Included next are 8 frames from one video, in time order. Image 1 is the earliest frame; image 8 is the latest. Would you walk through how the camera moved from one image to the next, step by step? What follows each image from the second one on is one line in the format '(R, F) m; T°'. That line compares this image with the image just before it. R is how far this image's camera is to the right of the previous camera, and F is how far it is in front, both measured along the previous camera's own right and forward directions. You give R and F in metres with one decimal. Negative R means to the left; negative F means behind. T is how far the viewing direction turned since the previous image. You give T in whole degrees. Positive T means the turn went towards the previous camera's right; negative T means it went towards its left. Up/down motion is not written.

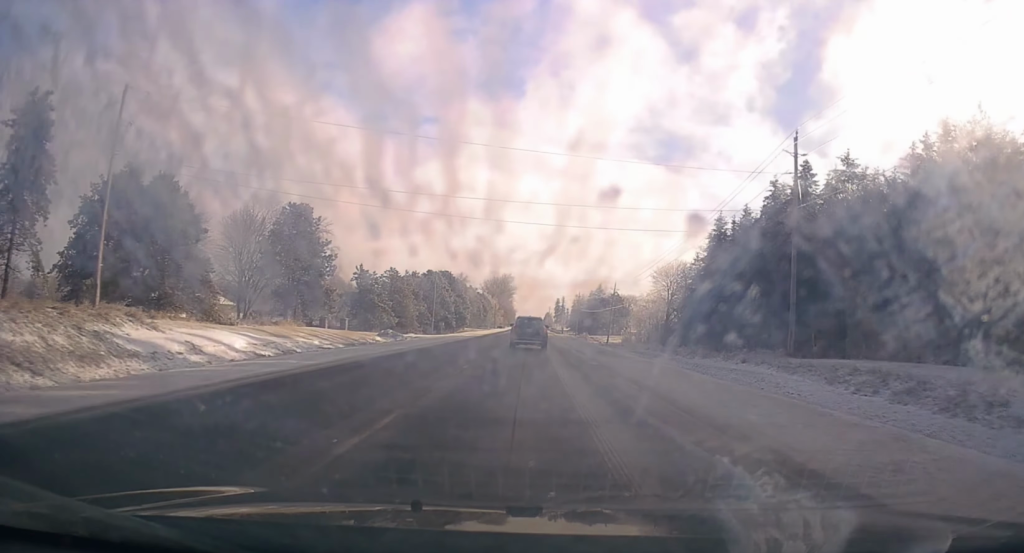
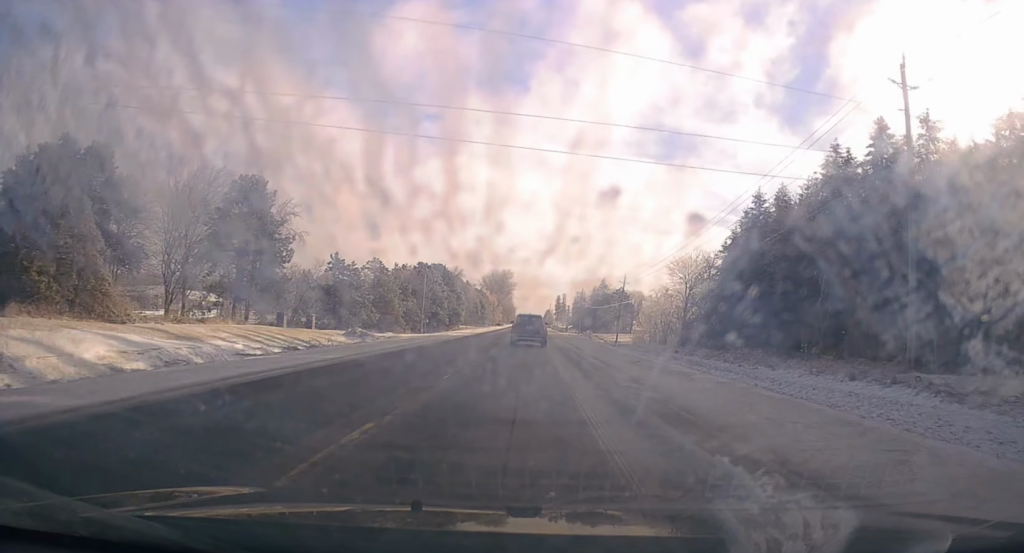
(0.0, +11.5) m; 0°
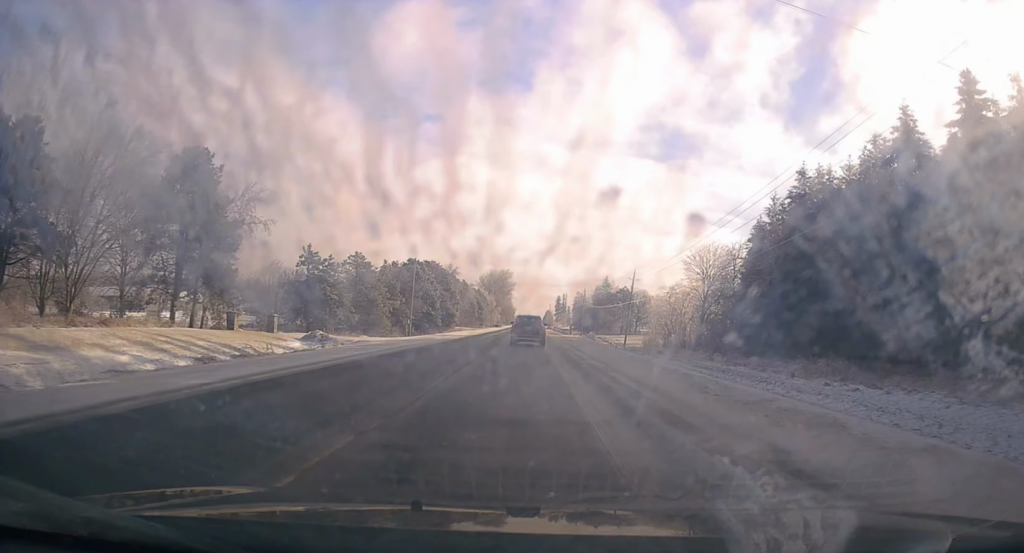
(+0.1, +9.4) m; 0°
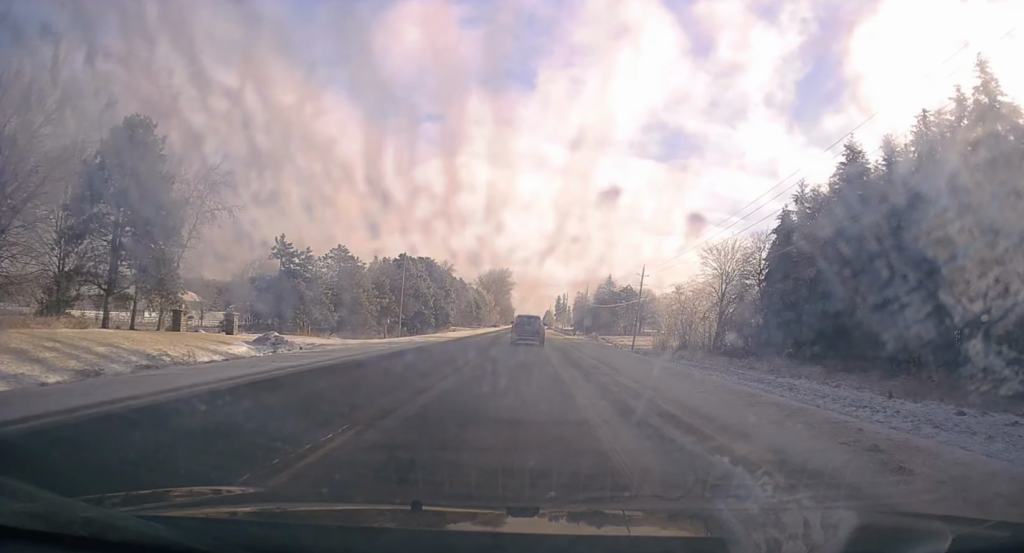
(-0.1, +7.8) m; 0°
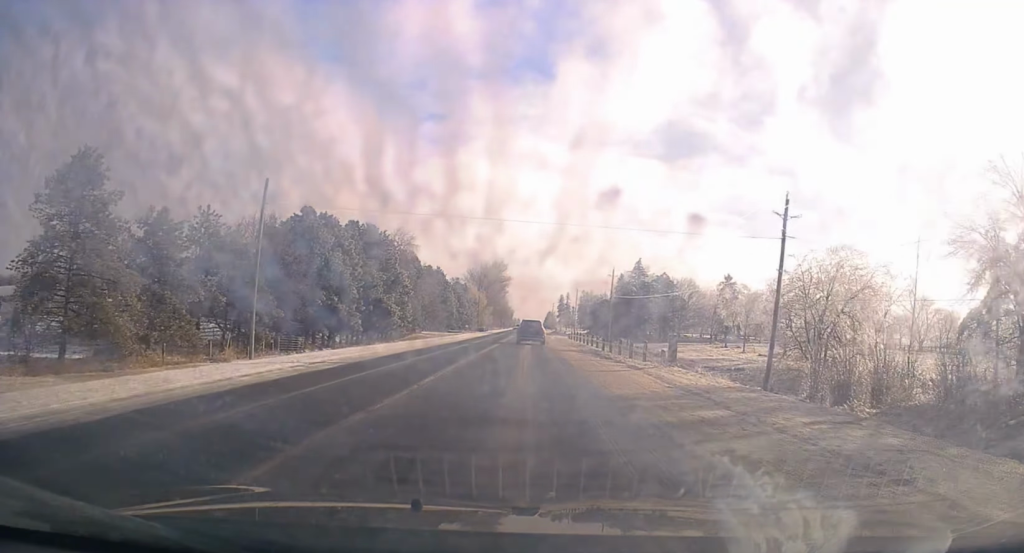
(-0.1, +47.4) m; +1°
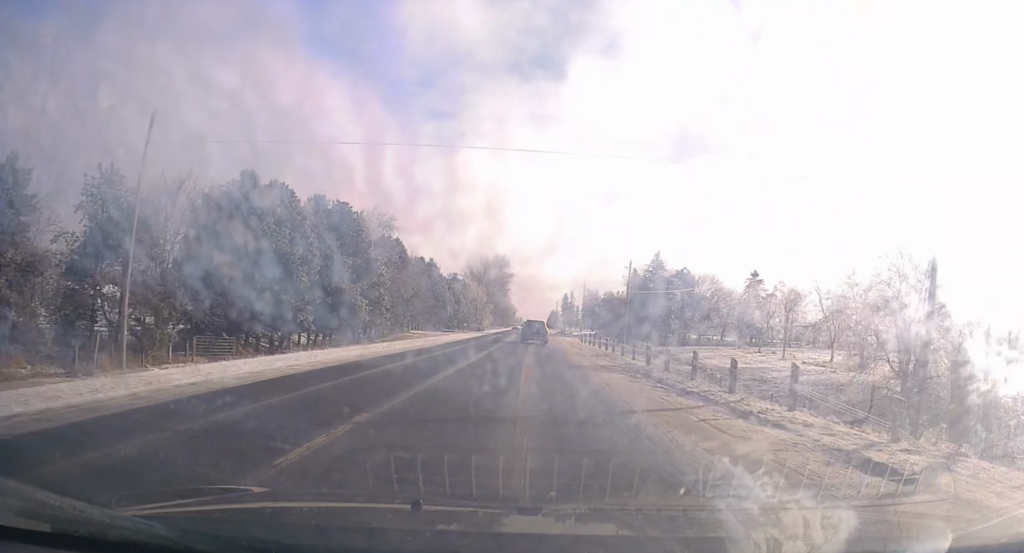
(0.0, +14.6) m; +1°
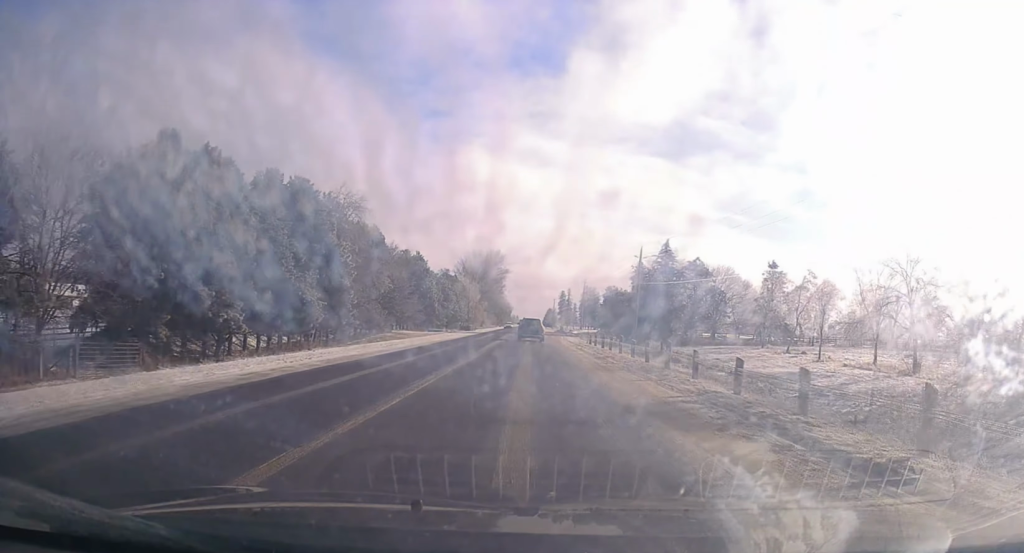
(0.0, +11.7) m; 0°
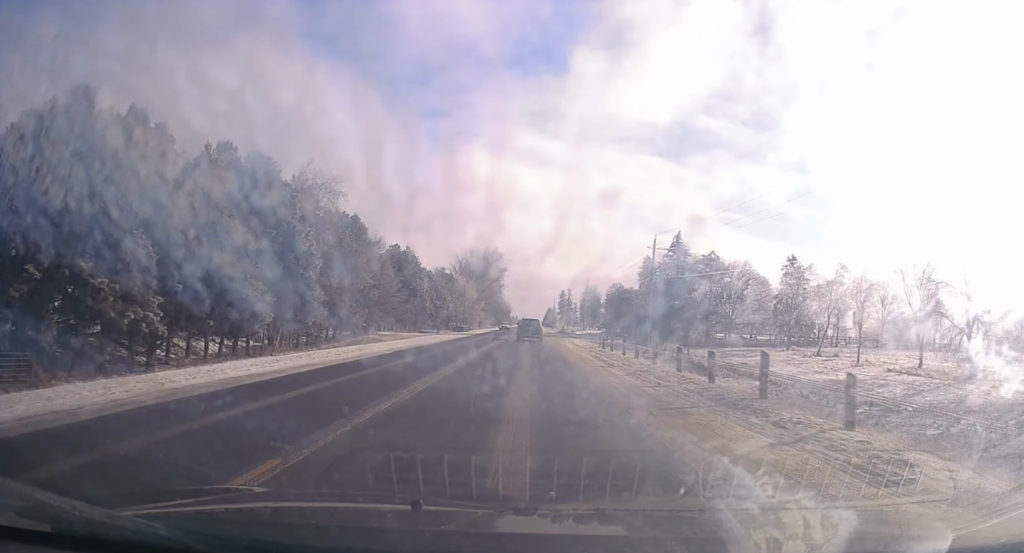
(+0.2, +8.9) m; 0°
